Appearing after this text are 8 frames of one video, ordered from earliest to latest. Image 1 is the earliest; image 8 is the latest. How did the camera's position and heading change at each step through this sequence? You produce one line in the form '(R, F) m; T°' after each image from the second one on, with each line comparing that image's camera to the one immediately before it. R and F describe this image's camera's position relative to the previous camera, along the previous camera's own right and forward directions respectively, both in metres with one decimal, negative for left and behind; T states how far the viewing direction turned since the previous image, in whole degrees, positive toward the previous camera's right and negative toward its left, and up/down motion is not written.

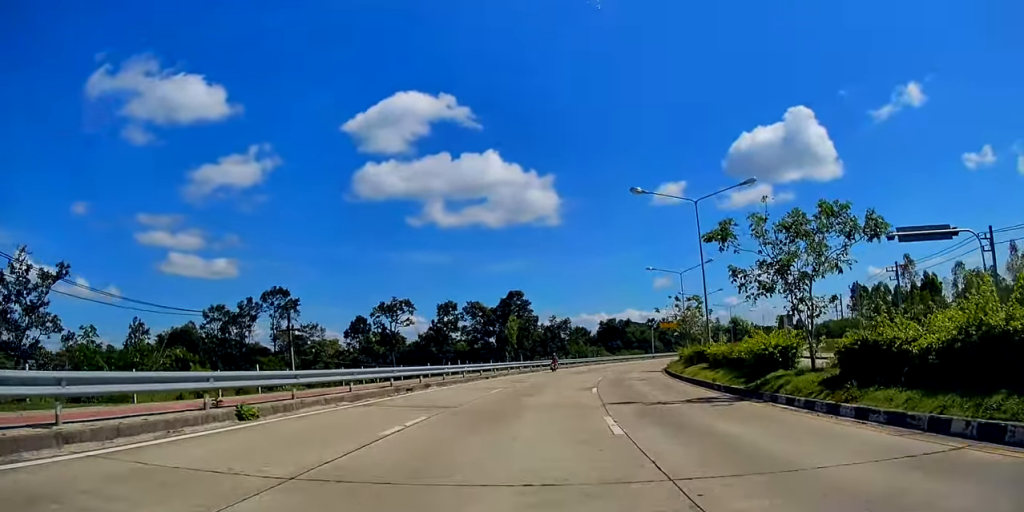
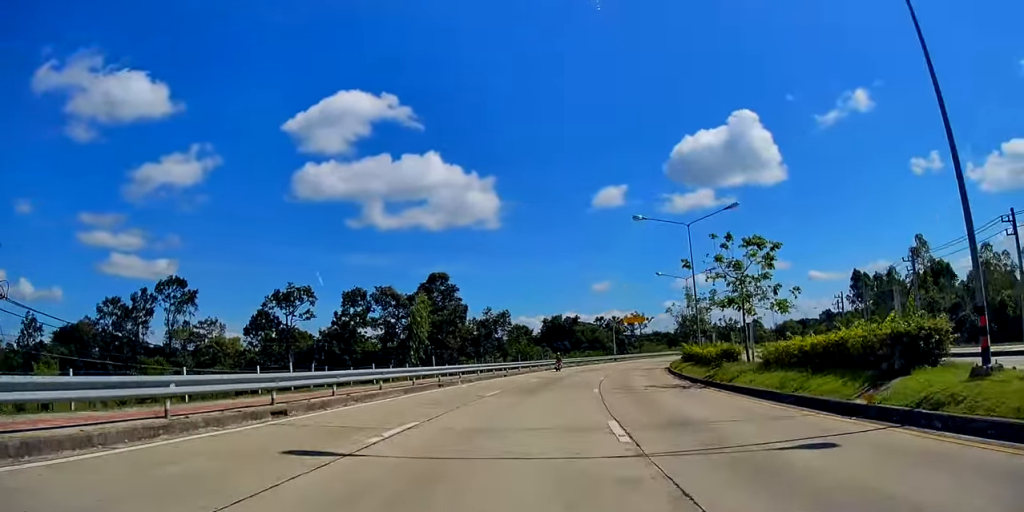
(+1.0, +23.9) m; +5°
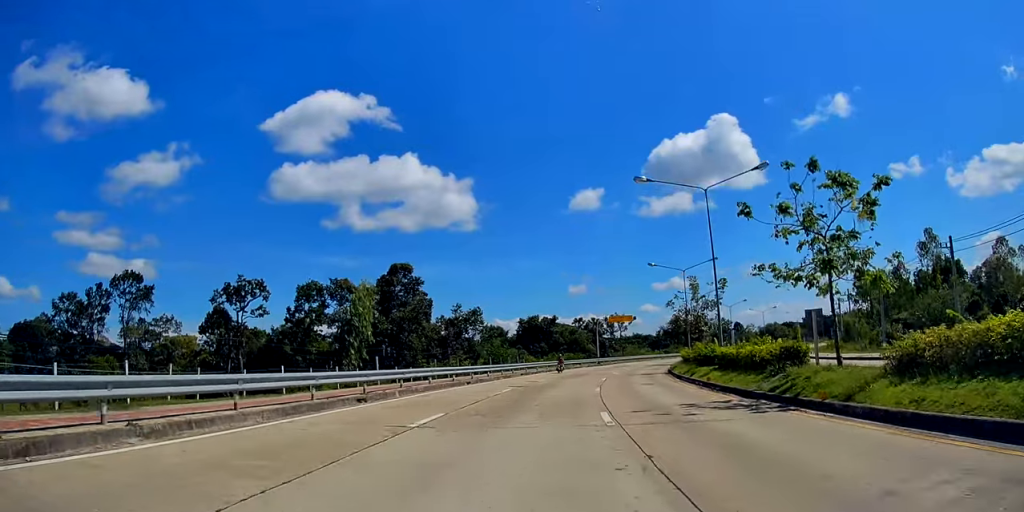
(+0.2, +9.1) m; +2°
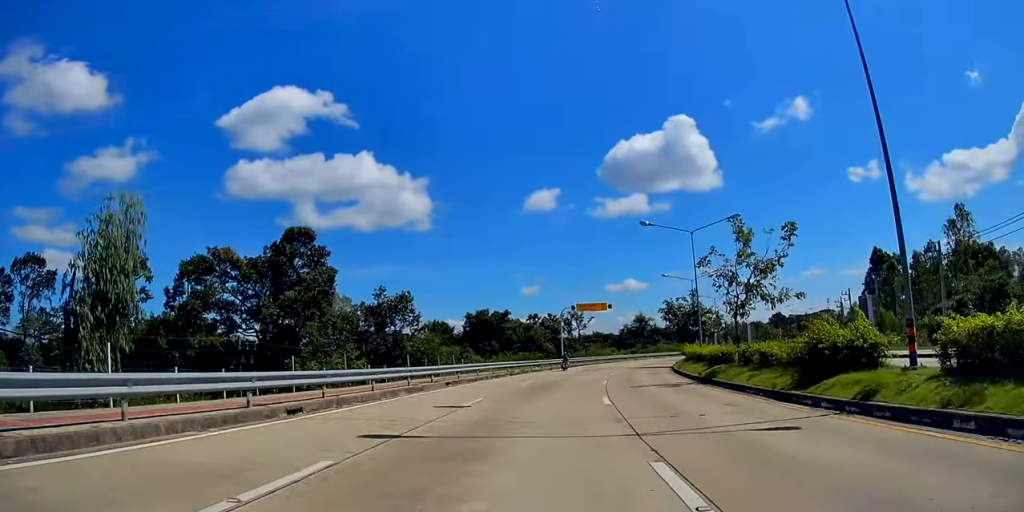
(+0.3, +18.5) m; +4°
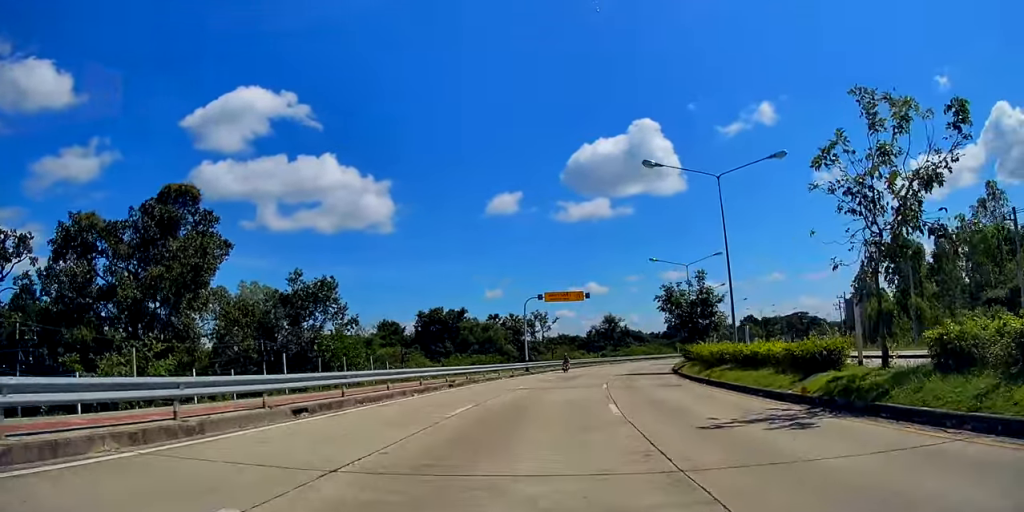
(+0.6, +13.8) m; +5°
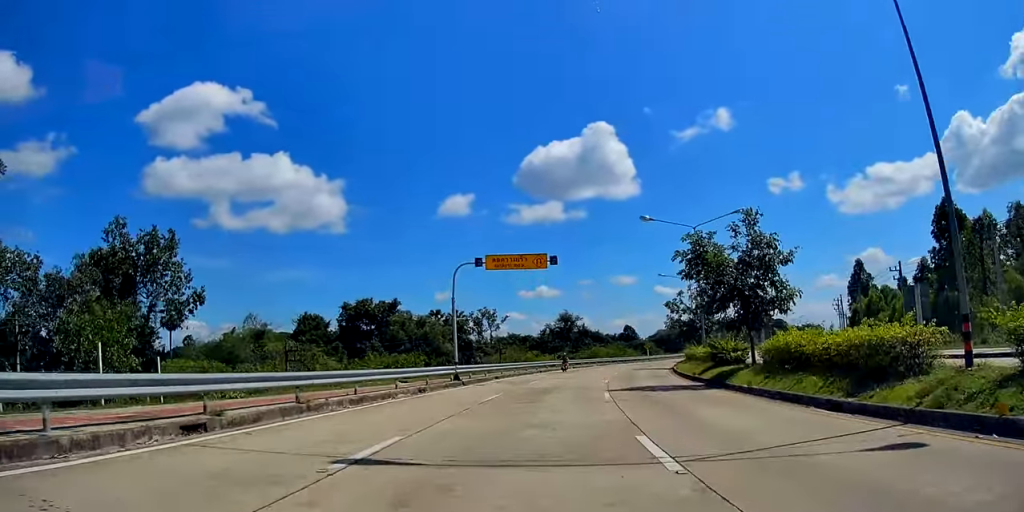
(+0.8, +18.1) m; +6°
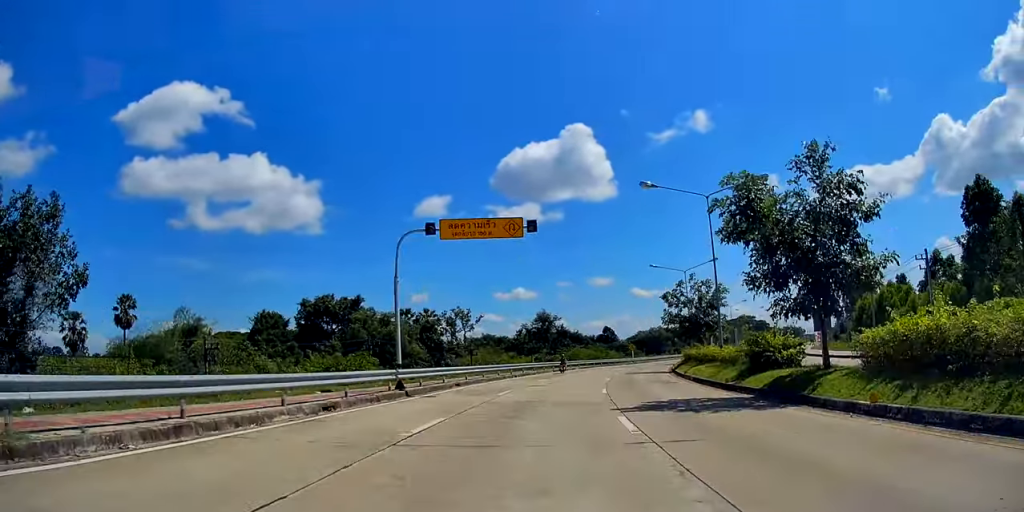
(+0.5, +8.5) m; +1°
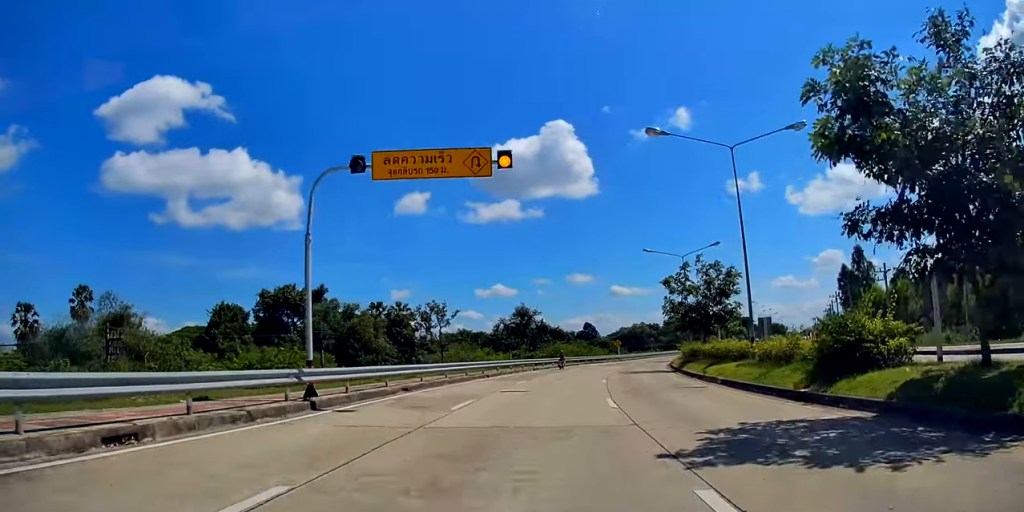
(0.0, +7.5) m; 0°
